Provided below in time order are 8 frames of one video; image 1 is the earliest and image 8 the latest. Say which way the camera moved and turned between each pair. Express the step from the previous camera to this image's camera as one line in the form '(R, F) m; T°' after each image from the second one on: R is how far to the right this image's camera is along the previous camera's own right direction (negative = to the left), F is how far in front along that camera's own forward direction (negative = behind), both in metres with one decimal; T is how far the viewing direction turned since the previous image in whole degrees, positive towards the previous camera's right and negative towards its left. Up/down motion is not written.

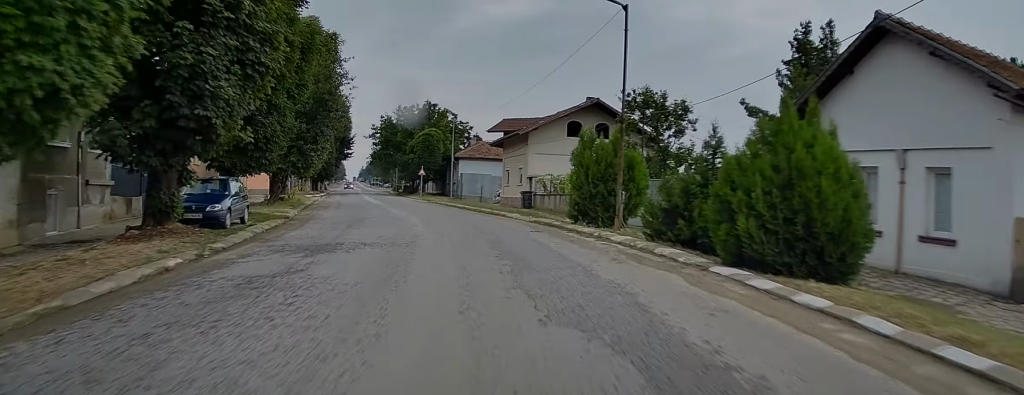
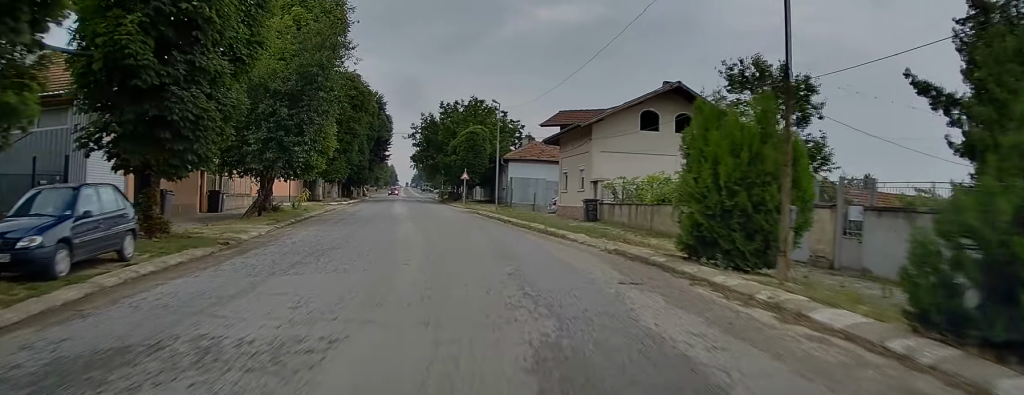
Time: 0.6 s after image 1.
(-0.2, +8.9) m; -4°
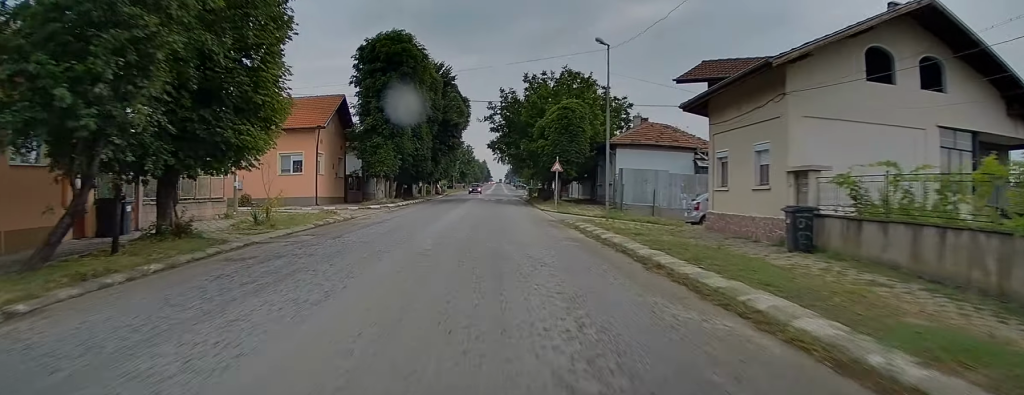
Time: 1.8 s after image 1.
(-1.1, +16.1) m; -7°
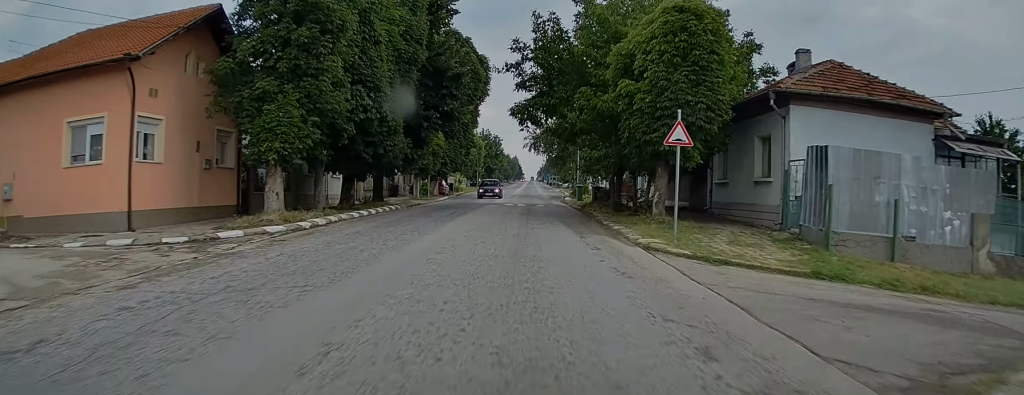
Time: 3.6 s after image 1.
(-2.4, +25.5) m; -10°
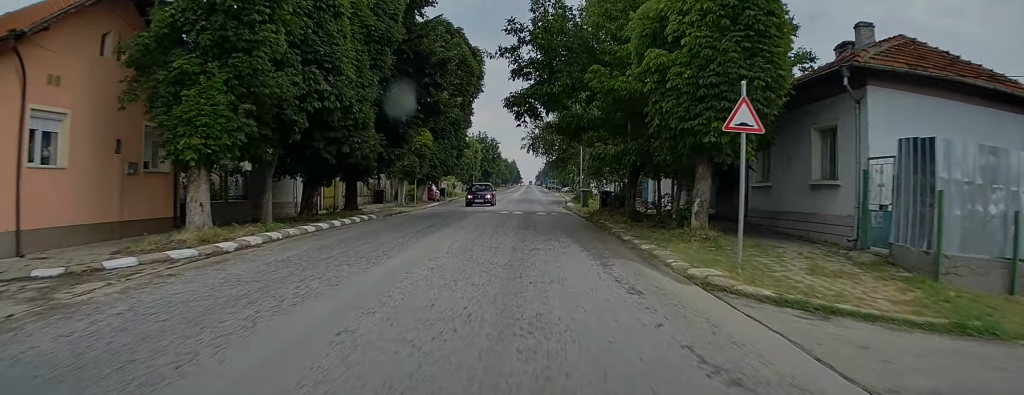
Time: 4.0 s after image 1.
(-0.1, +5.2) m; +1°
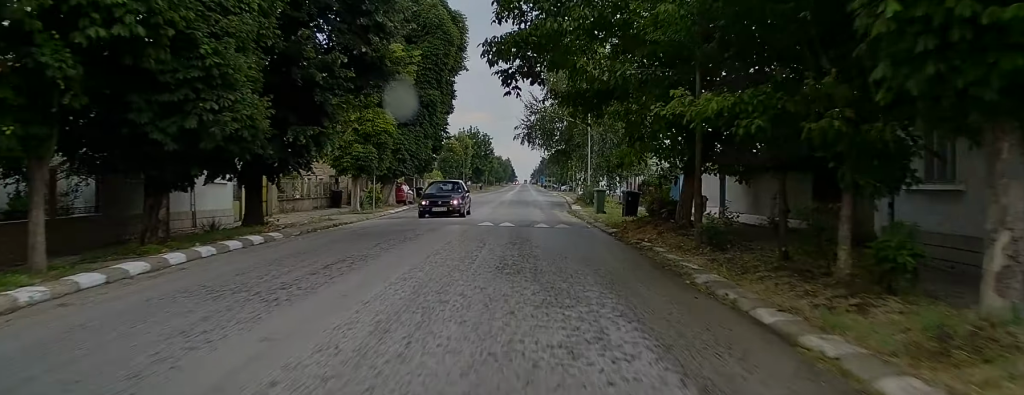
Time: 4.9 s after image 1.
(0.0, +10.9) m; +1°
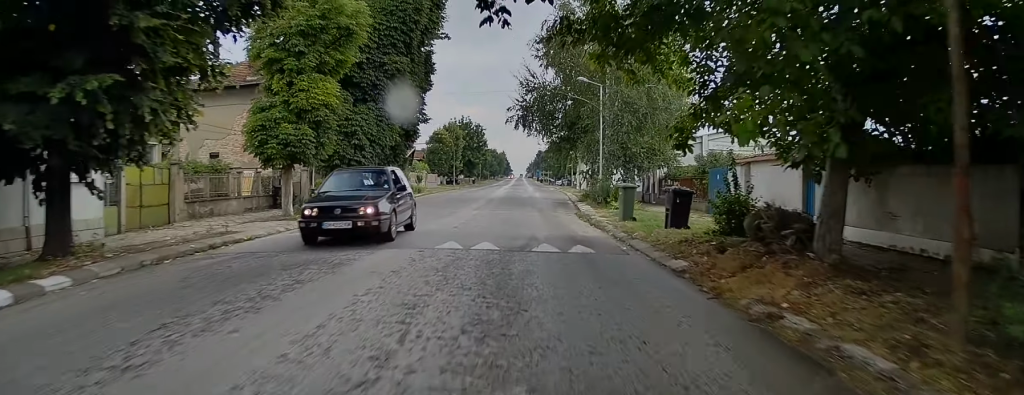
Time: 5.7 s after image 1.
(+0.3, +9.6) m; +1°
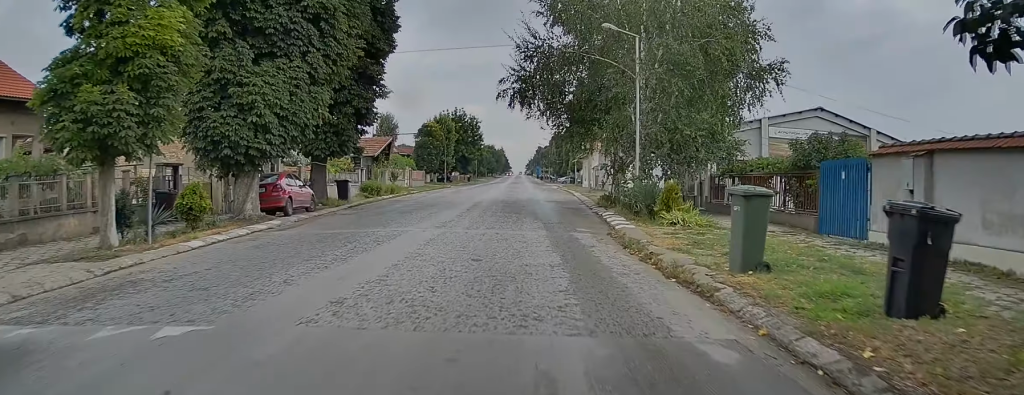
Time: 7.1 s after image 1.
(0.0, +13.4) m; +2°
